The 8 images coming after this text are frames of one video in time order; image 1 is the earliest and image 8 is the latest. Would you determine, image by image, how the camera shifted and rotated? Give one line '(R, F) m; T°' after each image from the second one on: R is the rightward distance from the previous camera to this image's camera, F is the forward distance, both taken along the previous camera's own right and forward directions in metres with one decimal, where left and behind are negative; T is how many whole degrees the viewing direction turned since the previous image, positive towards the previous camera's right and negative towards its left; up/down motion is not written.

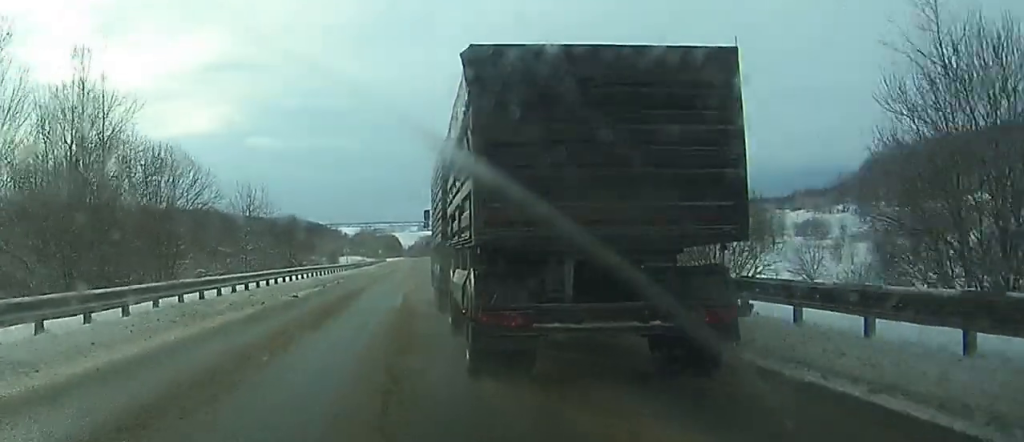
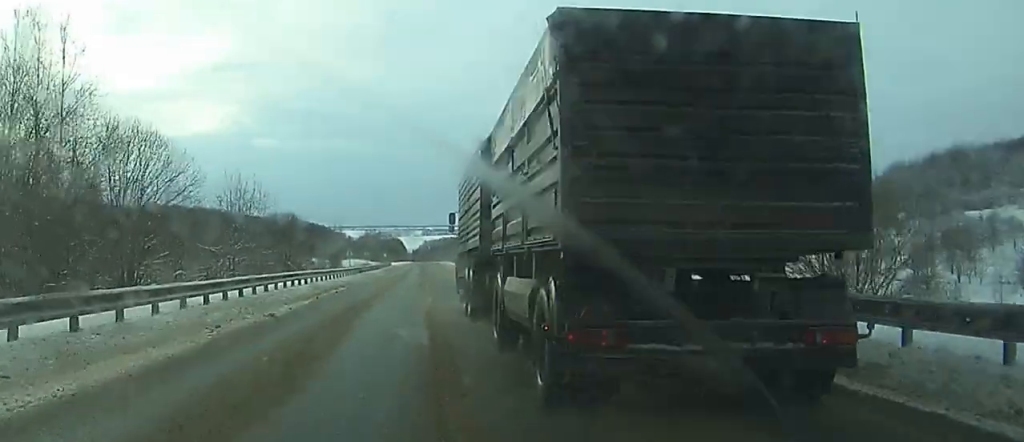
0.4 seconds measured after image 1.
(0.0, +7.2) m; 0°
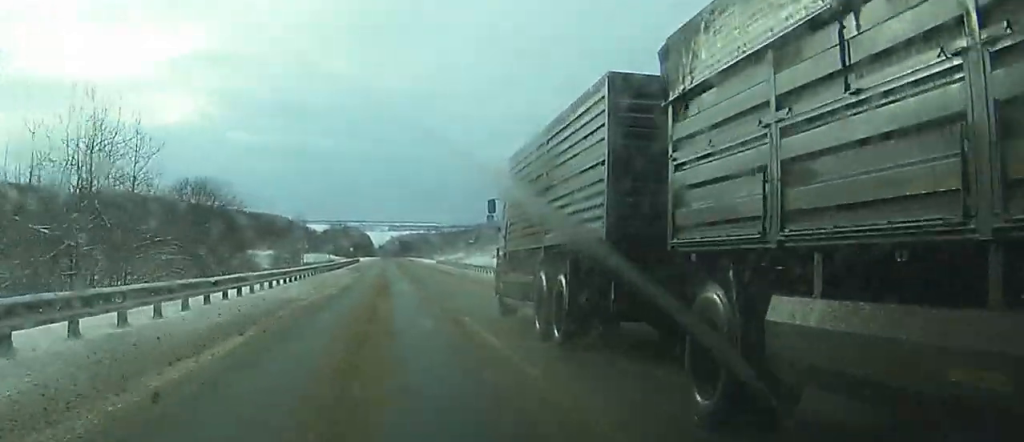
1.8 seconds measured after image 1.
(-0.4, +23.5) m; -1°
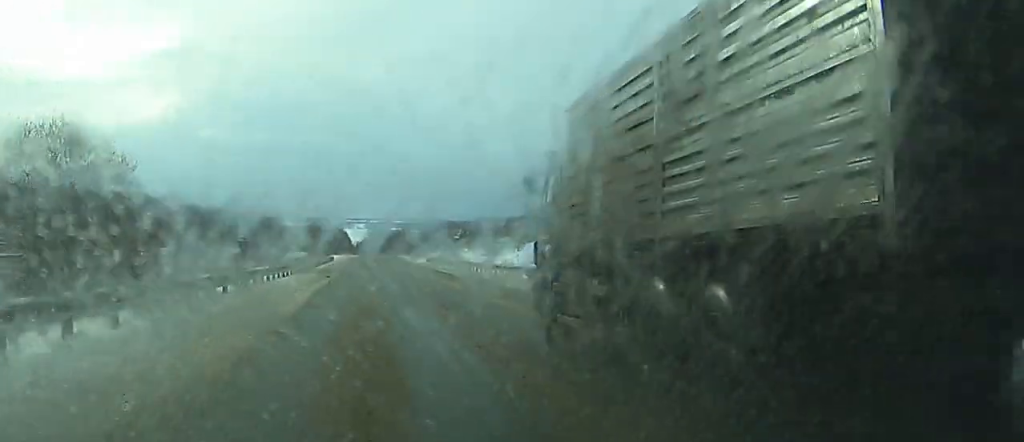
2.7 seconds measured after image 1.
(-0.1, +18.5) m; 0°
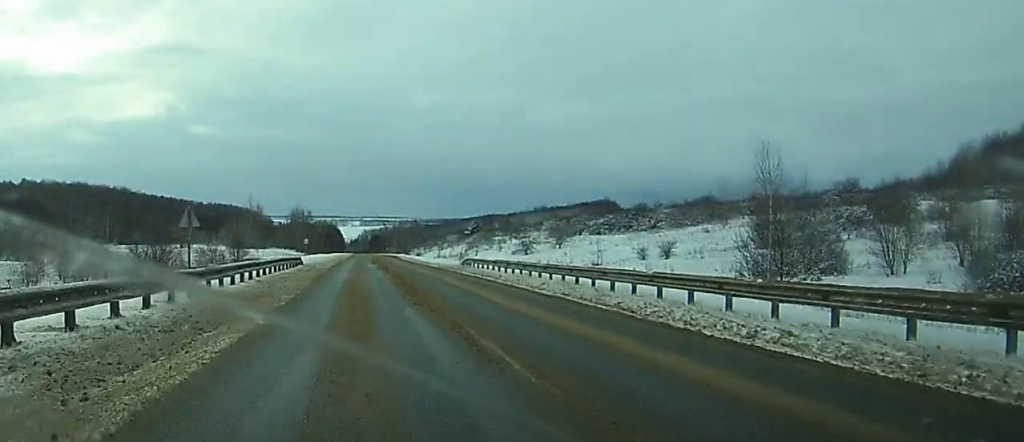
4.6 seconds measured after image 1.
(+0.2, +39.0) m; 0°
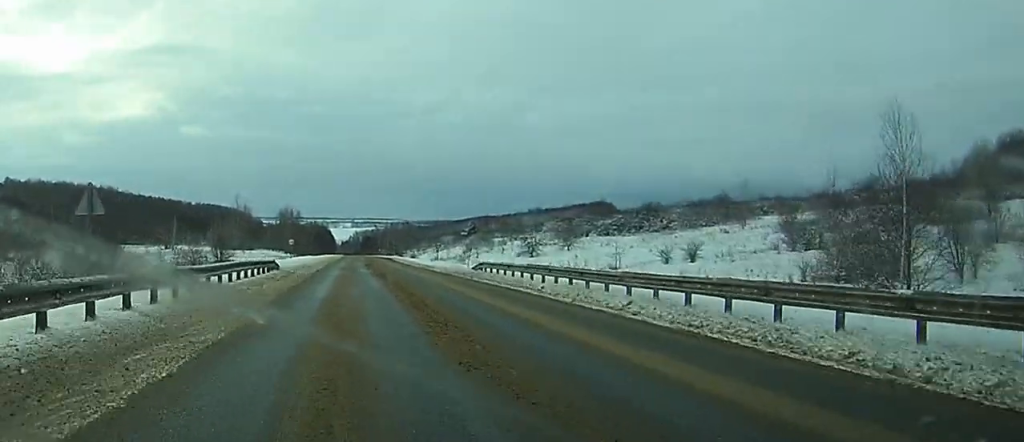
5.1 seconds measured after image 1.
(-0.1, +10.3) m; 0°
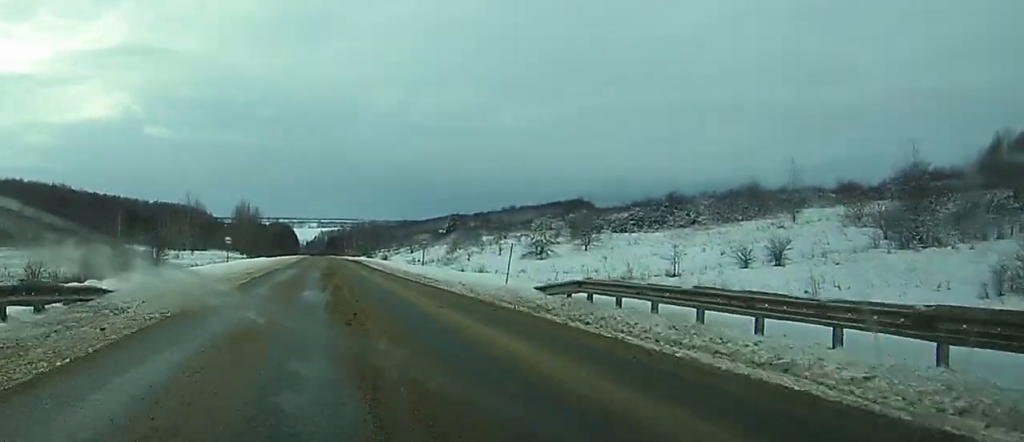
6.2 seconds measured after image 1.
(+0.1, +26.1) m; +1°
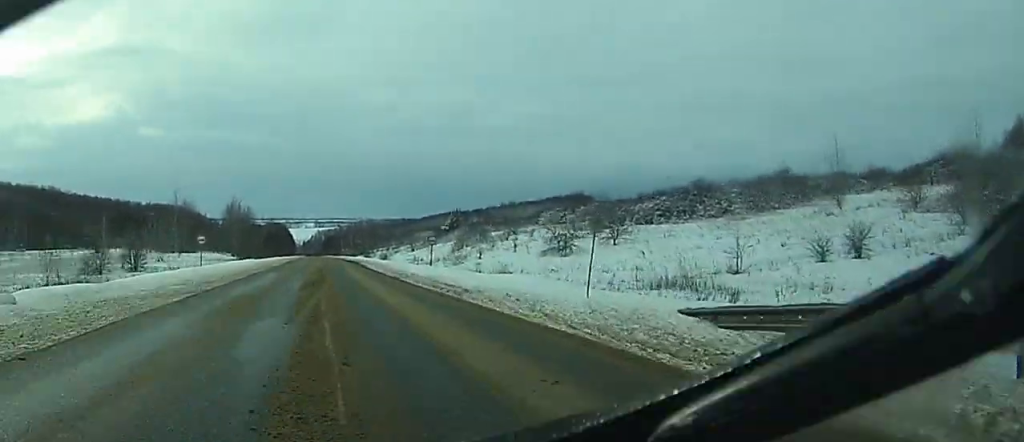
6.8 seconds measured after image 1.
(+0.1, +11.9) m; +1°
